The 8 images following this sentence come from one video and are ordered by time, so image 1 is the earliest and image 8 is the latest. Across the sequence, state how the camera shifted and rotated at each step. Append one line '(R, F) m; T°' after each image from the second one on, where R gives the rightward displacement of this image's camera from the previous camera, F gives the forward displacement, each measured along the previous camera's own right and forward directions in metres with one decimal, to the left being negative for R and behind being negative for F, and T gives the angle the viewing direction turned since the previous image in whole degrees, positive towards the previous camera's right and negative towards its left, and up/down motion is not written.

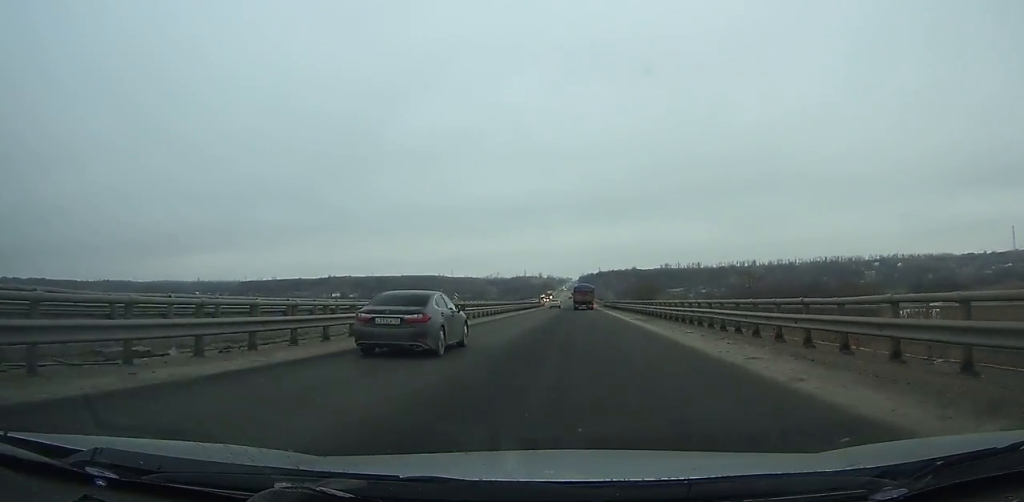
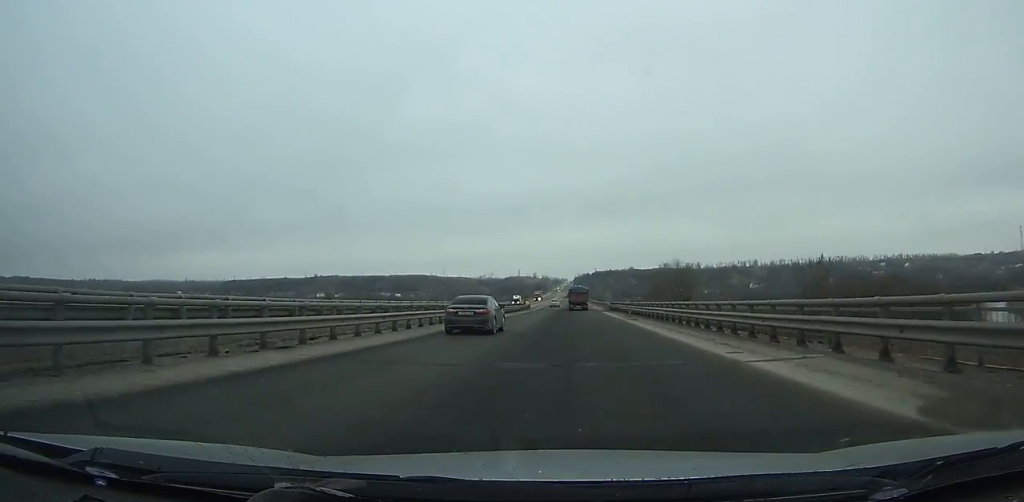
(+0.3, +31.8) m; 0°
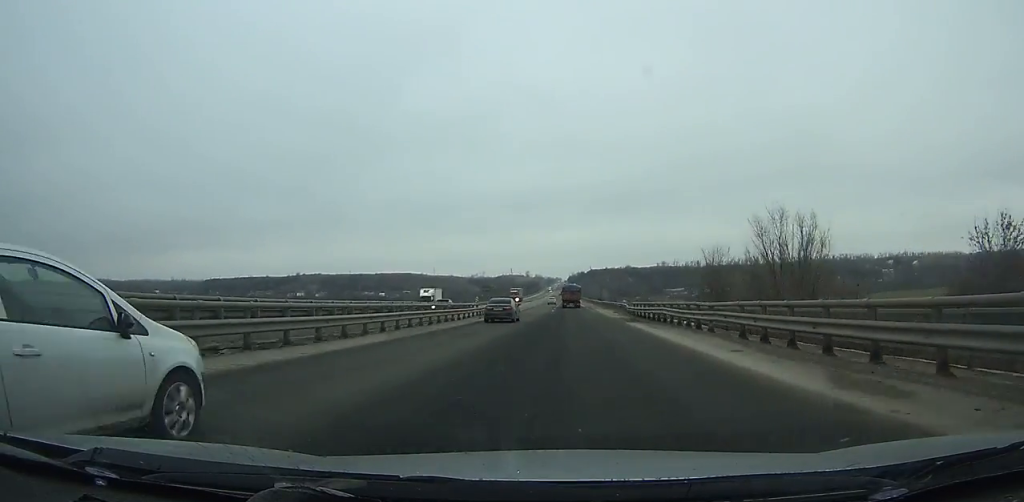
(+0.2, +36.0) m; 0°
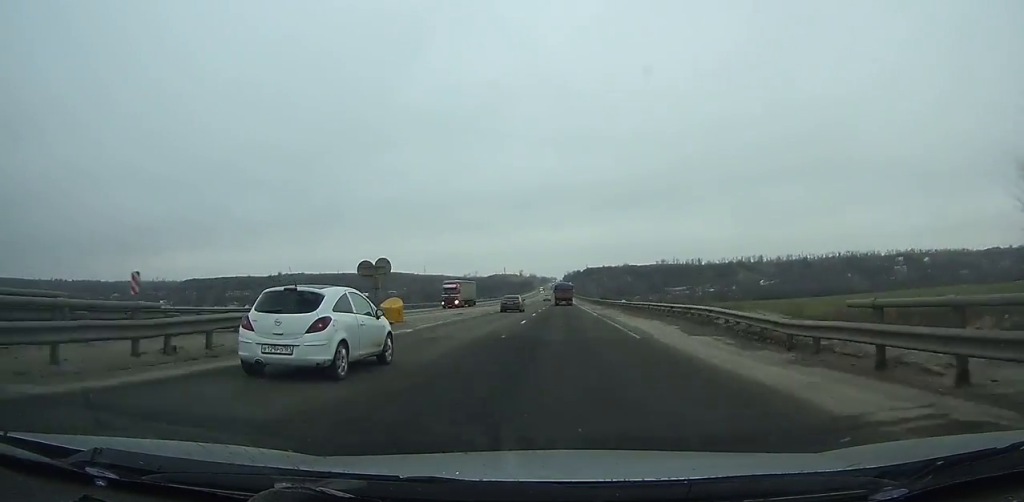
(+0.1, +36.5) m; 0°
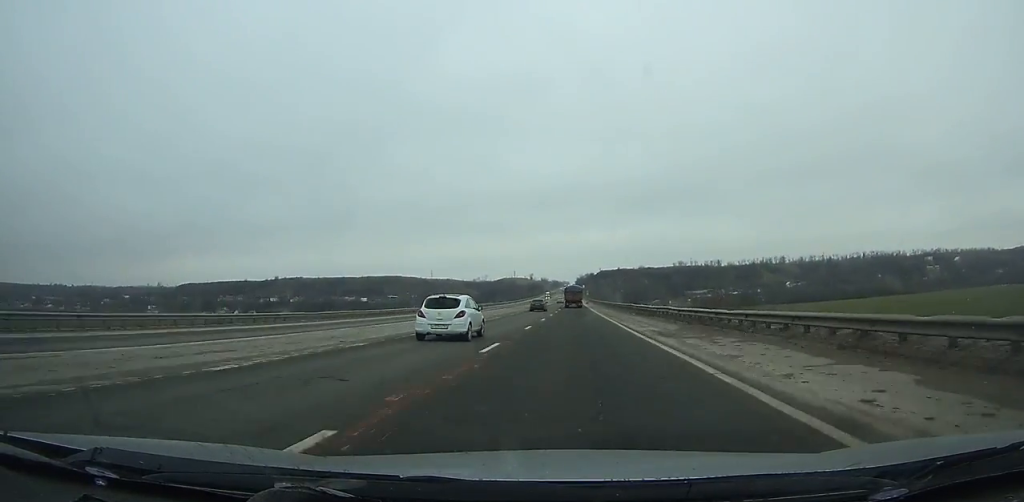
(-0.2, +39.3) m; 0°
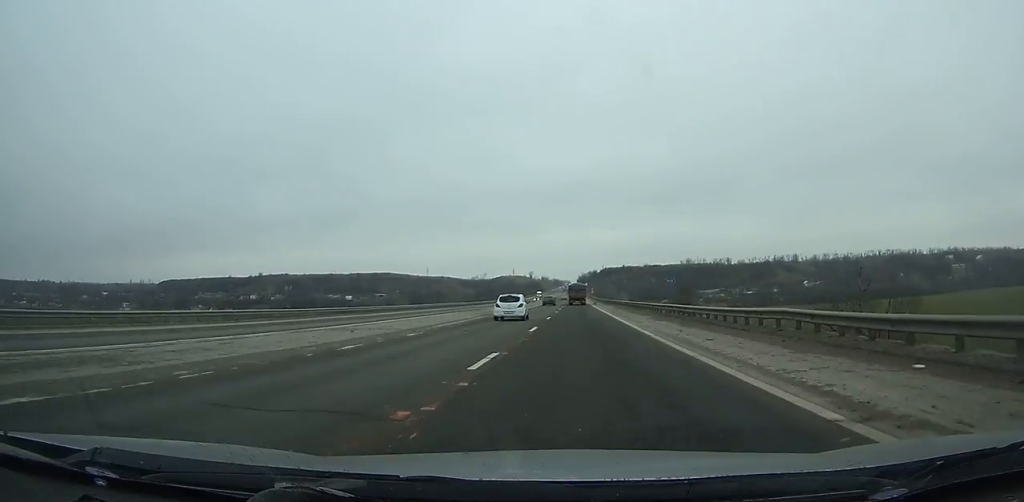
(-0.2, +42.2) m; -1°
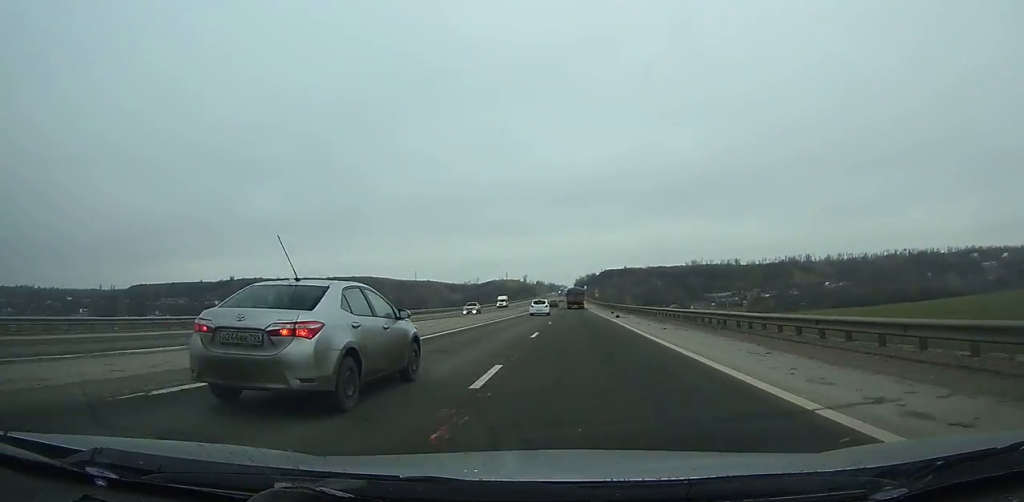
(-0.4, +55.5) m; -1°
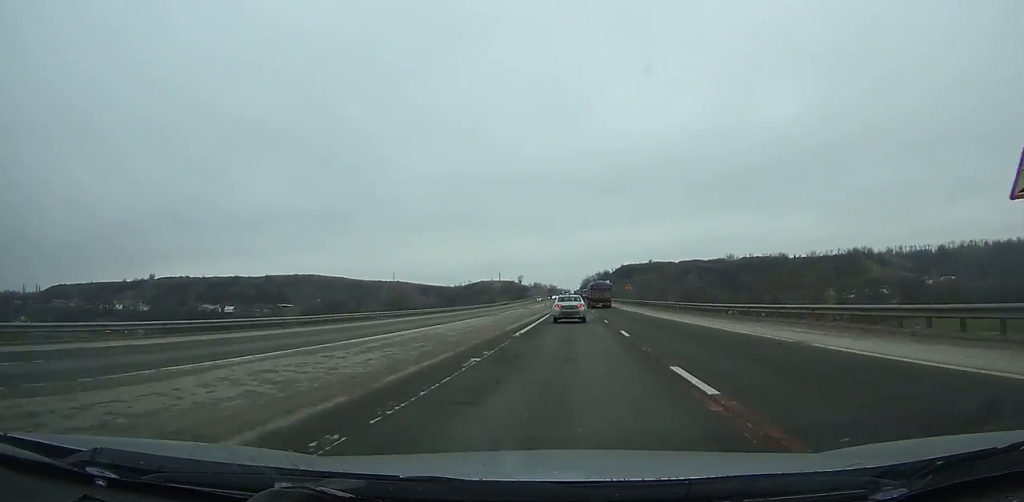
(+0.3, +131.7) m; 0°
